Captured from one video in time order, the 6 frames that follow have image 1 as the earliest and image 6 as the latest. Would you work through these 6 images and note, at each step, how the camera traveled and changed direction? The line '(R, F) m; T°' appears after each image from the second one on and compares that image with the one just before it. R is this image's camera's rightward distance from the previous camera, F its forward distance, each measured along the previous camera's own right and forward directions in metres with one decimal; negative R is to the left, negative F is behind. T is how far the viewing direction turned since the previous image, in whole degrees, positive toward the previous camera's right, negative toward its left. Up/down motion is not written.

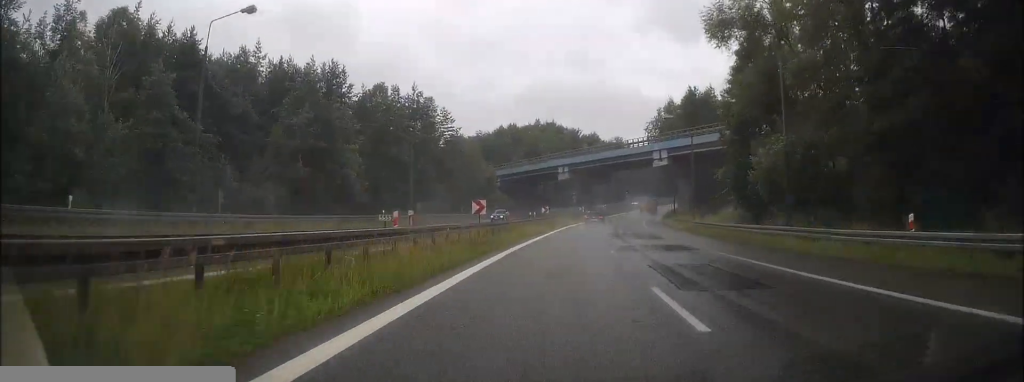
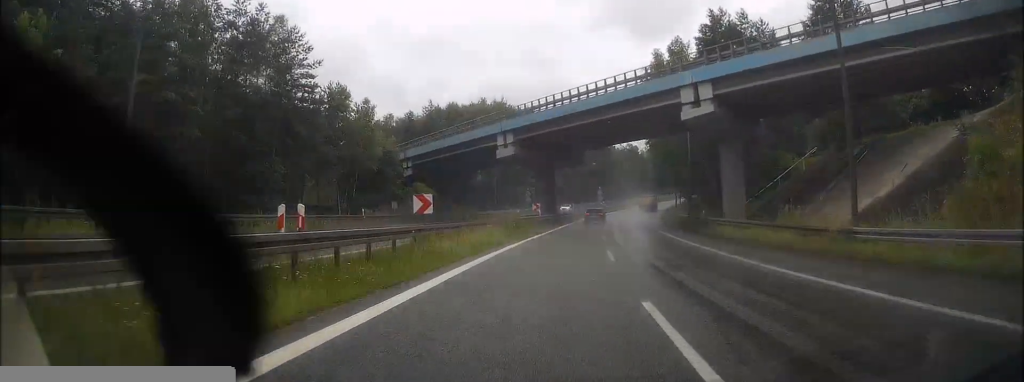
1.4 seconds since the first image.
(+1.1, +38.2) m; +3°
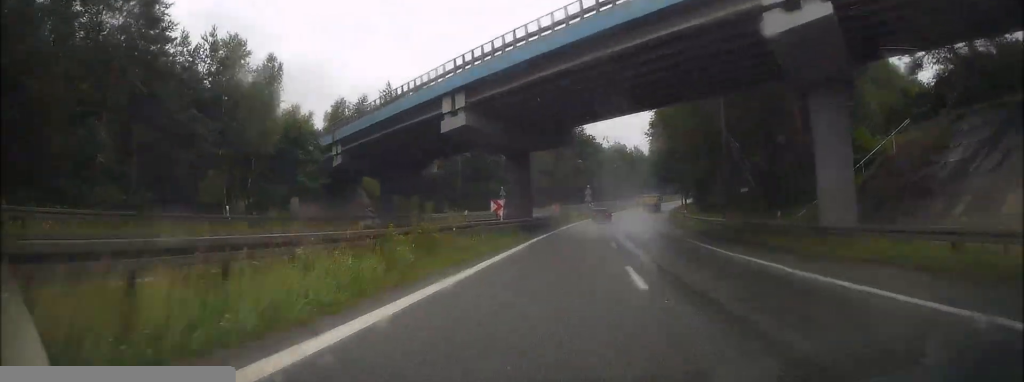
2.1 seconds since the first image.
(+0.1, +18.1) m; +2°
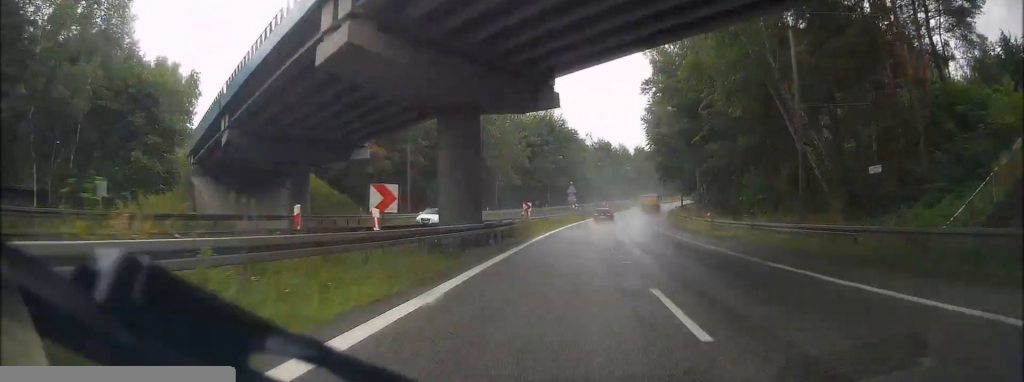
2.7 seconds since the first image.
(+0.4, +16.3) m; +2°
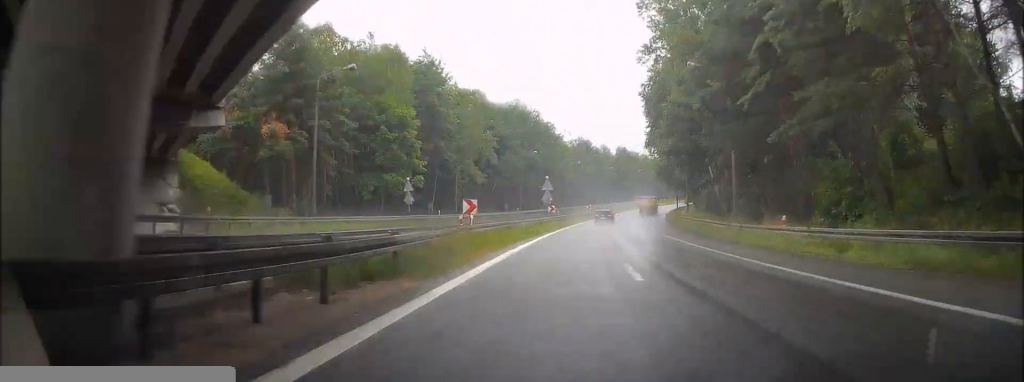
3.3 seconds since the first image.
(+0.3, +18.1) m; +2°
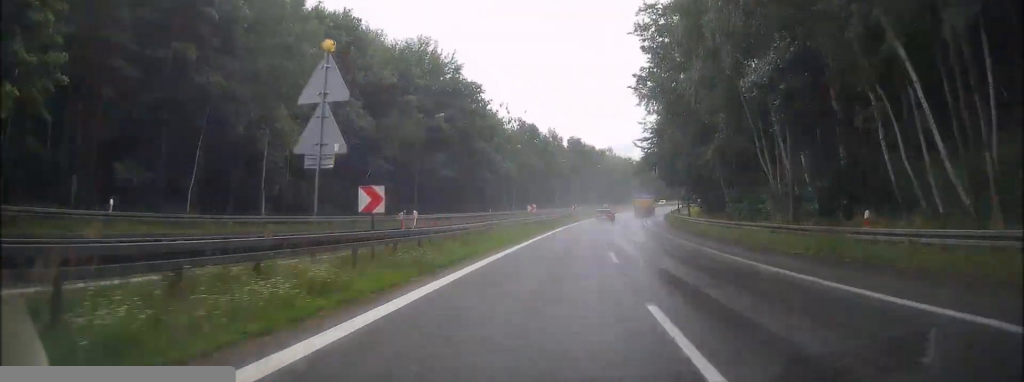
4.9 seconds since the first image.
(+1.8, +43.5) m; +5°
